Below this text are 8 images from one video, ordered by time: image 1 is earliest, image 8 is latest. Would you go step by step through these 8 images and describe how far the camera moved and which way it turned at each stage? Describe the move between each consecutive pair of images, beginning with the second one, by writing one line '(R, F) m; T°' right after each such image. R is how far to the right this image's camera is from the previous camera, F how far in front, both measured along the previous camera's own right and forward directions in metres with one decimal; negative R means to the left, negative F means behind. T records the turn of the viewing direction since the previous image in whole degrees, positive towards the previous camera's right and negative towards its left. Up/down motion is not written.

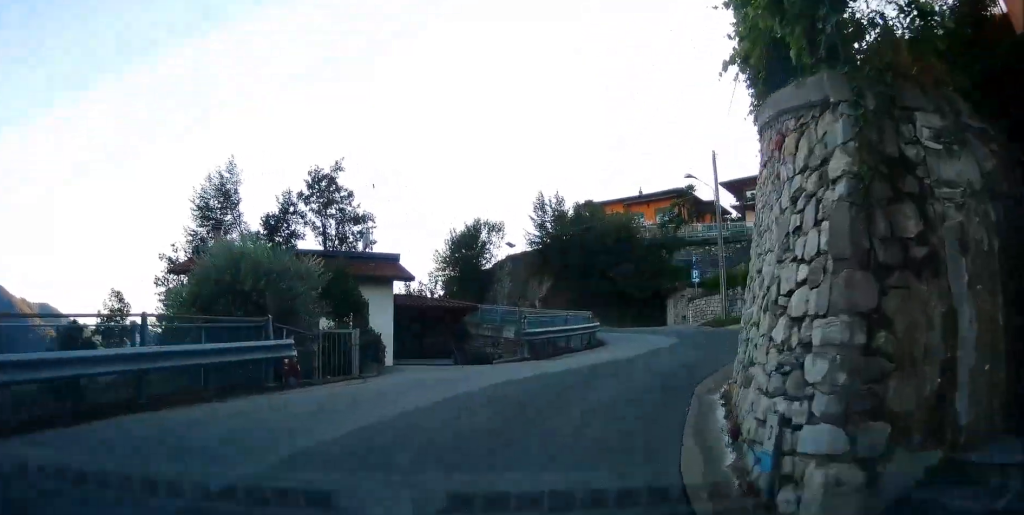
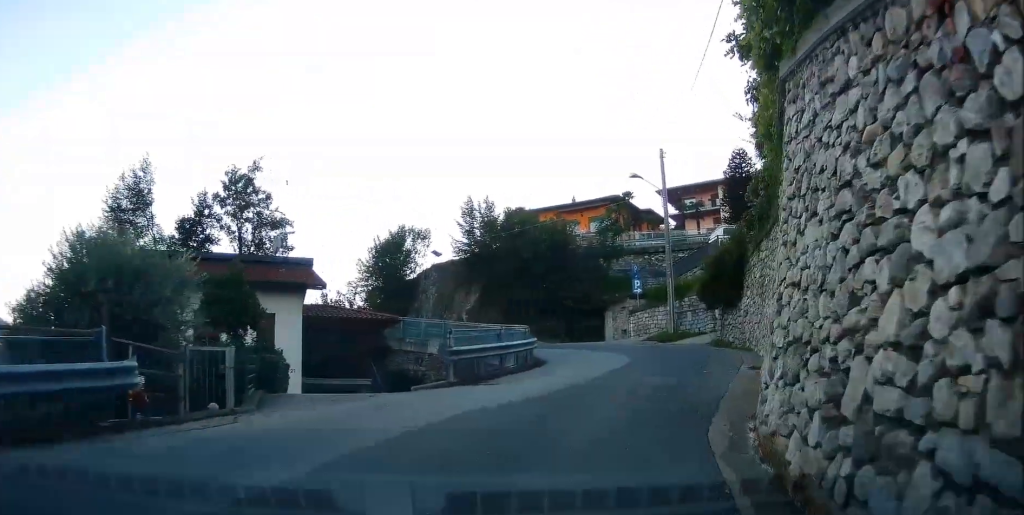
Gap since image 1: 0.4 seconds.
(+0.7, +3.3) m; +7°
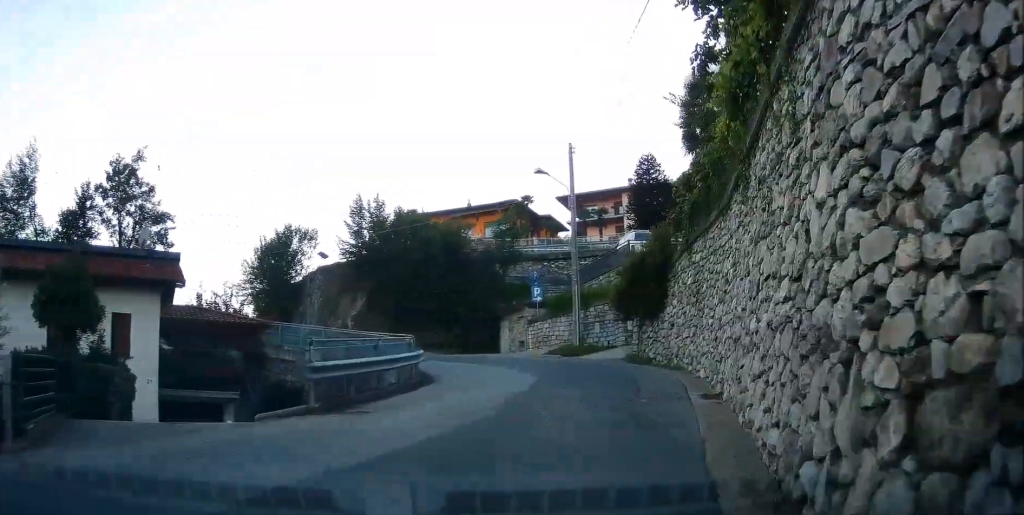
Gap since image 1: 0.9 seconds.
(+0.3, +3.6) m; +7°
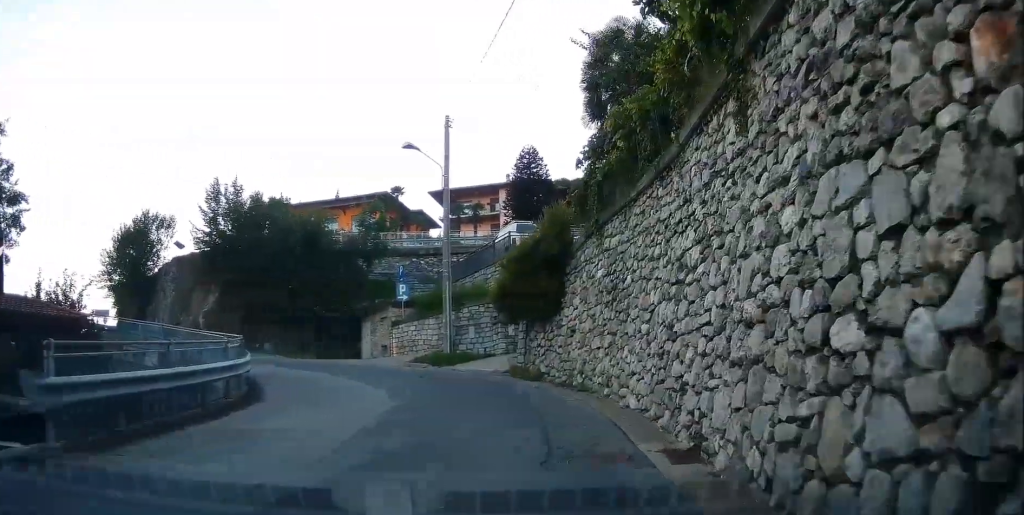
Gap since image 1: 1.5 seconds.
(+0.3, +4.5) m; +4°
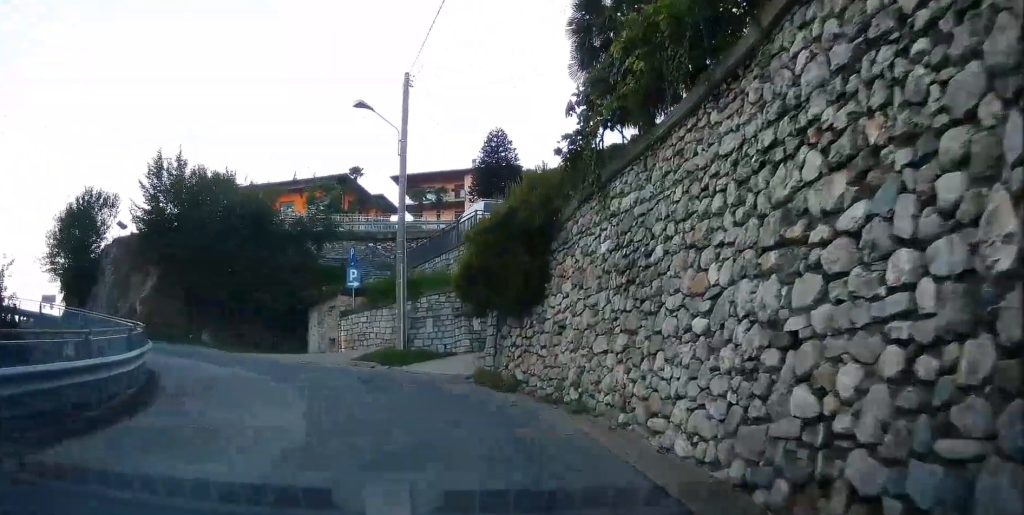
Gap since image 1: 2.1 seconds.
(+0.1, +3.7) m; +1°
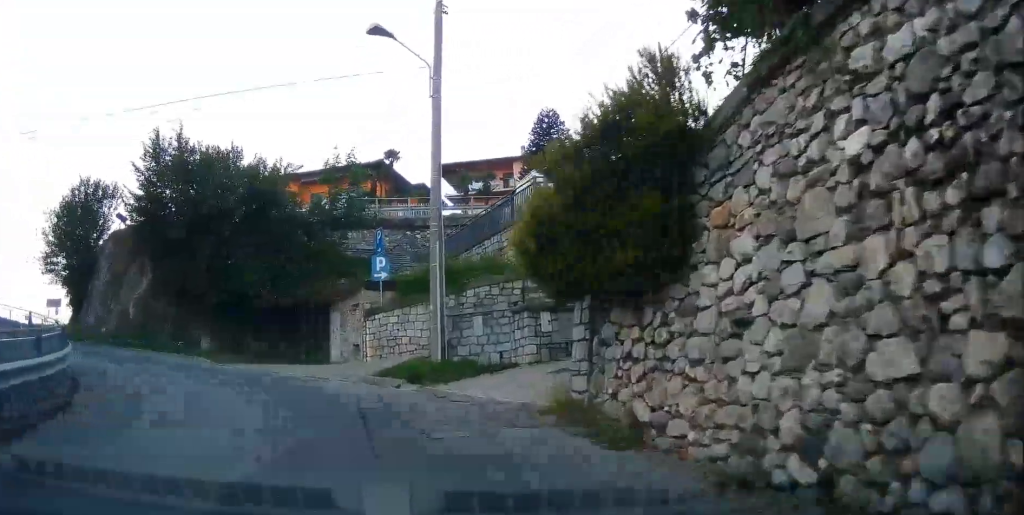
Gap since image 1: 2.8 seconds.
(0.0, +5.5) m; -8°
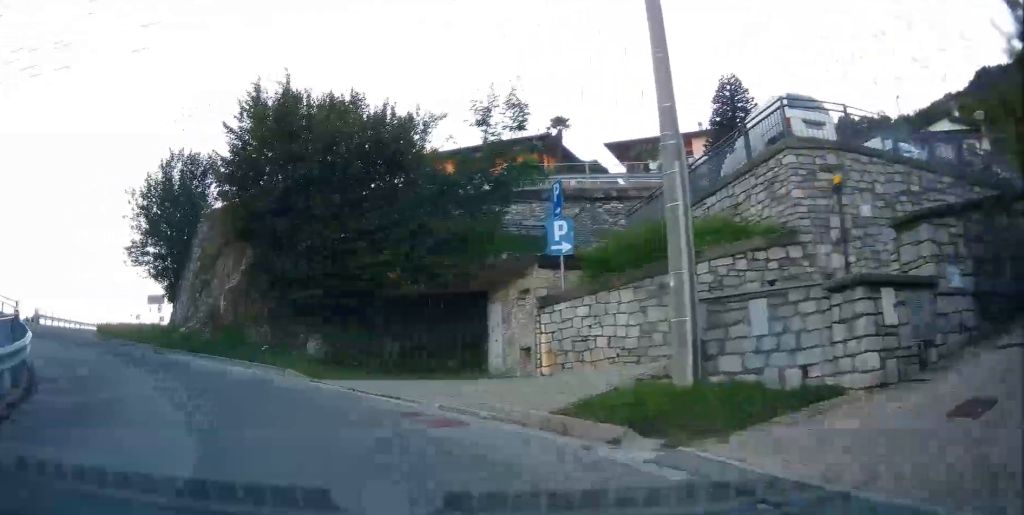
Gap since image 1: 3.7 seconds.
(-0.9, +6.5) m; -9°
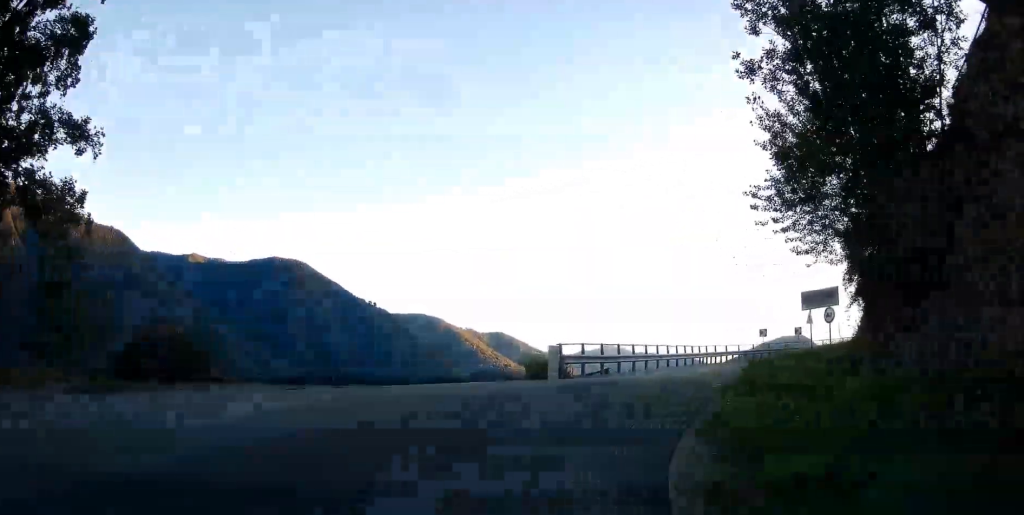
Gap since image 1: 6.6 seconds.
(-7.9, +21.4) m; -37°
